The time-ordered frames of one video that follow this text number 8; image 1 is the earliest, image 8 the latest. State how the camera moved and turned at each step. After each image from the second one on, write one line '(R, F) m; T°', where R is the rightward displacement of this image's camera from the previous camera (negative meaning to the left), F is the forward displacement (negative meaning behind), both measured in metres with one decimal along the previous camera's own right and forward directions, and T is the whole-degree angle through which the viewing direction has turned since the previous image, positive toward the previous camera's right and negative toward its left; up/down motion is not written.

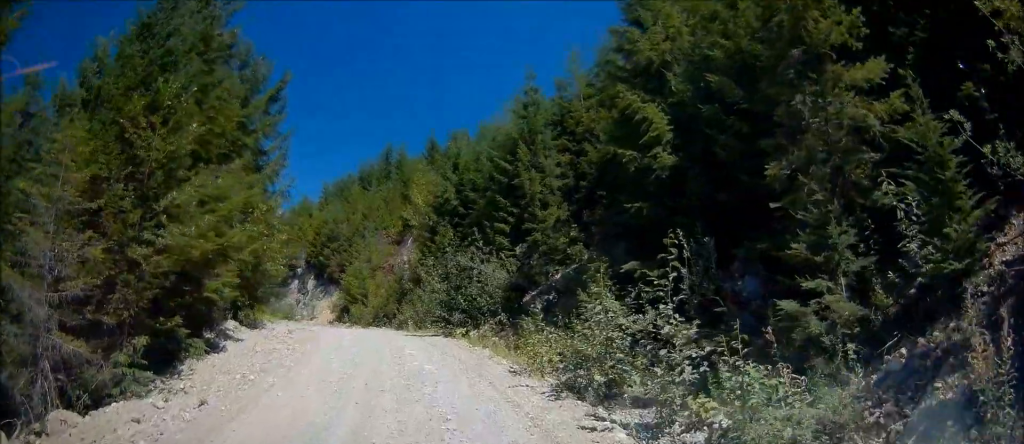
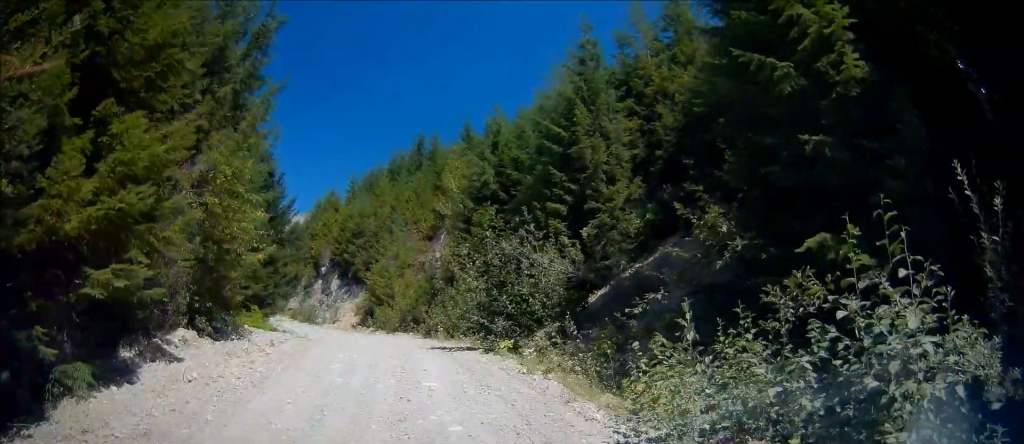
(-0.8, +5.9) m; -8°
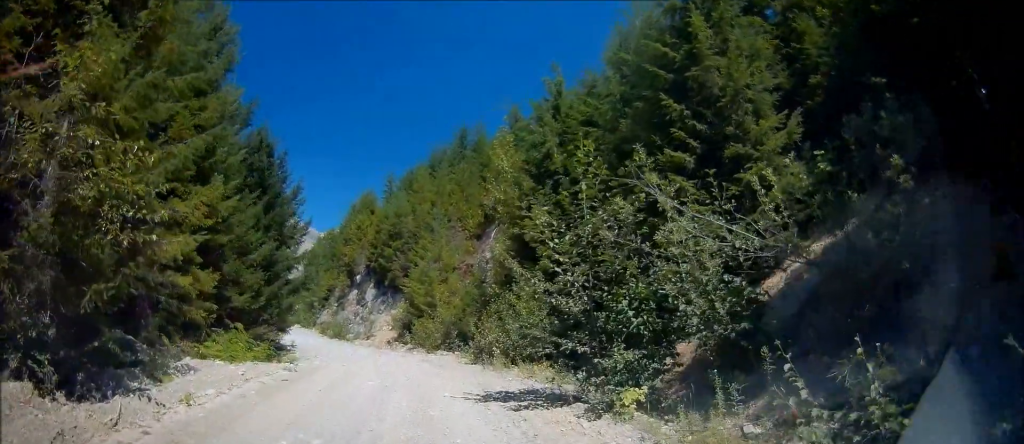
(0.0, +8.0) m; -3°
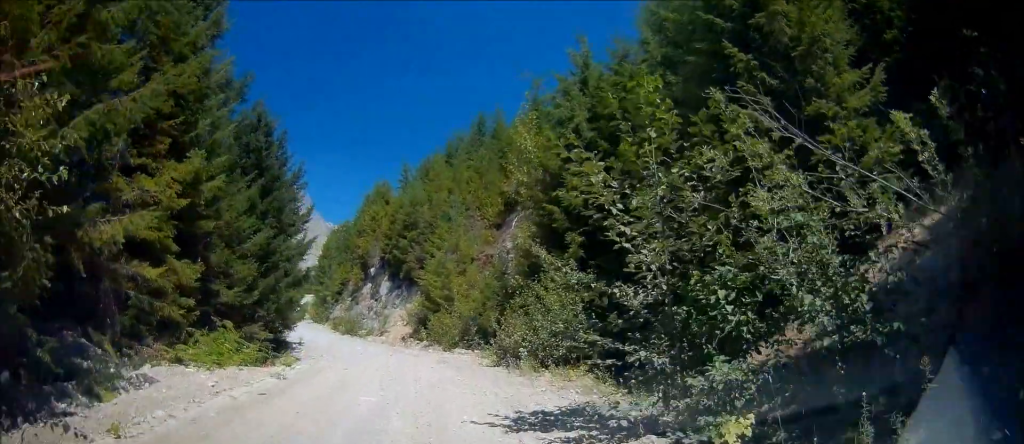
(0.0, +2.8) m; -2°
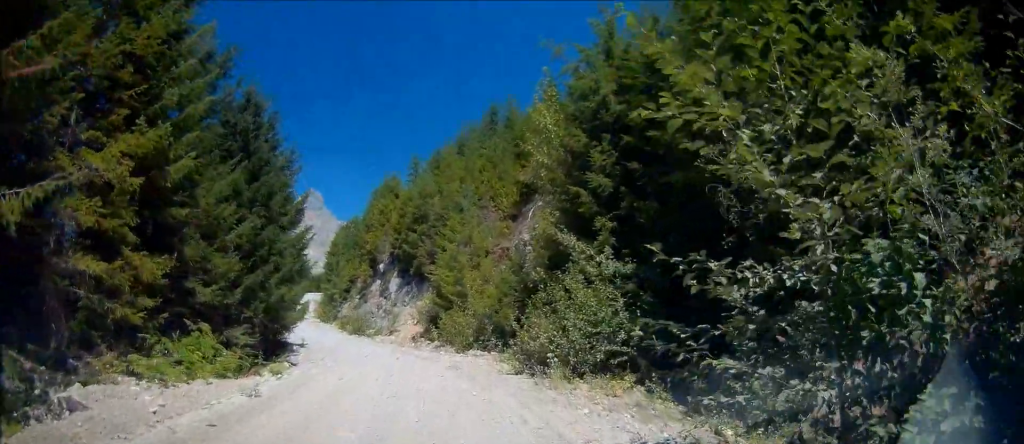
(-0.1, +3.0) m; 0°
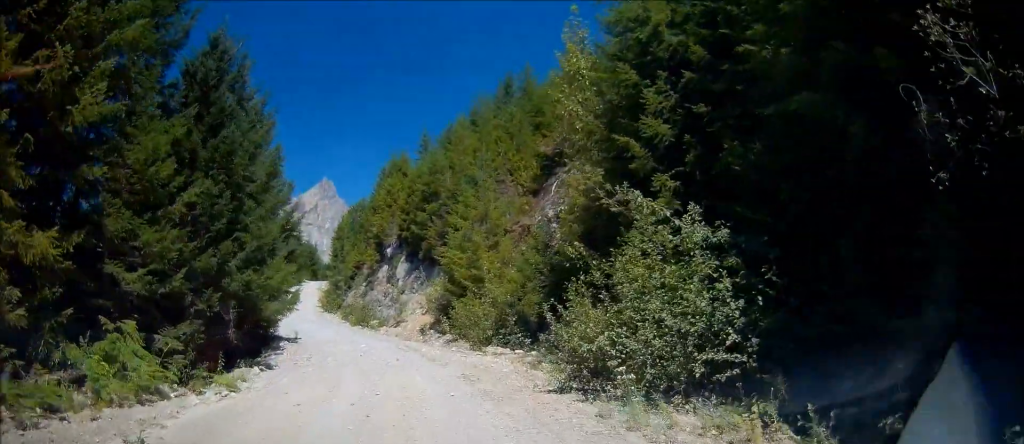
(+0.1, +5.1) m; +1°
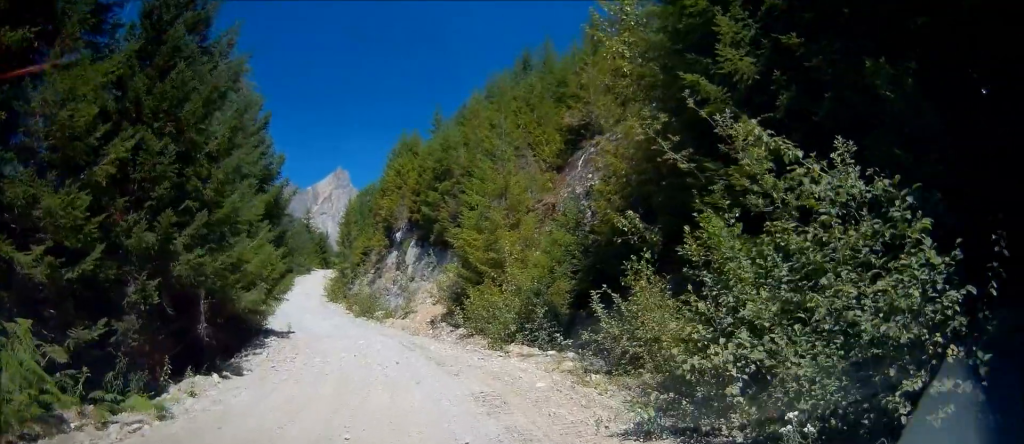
(0.0, +4.3) m; -2°
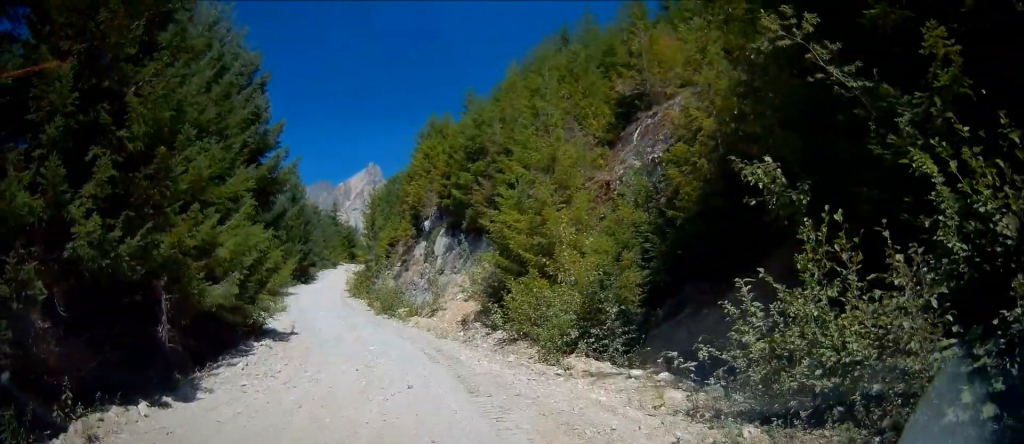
(-0.2, +4.9) m; -6°
